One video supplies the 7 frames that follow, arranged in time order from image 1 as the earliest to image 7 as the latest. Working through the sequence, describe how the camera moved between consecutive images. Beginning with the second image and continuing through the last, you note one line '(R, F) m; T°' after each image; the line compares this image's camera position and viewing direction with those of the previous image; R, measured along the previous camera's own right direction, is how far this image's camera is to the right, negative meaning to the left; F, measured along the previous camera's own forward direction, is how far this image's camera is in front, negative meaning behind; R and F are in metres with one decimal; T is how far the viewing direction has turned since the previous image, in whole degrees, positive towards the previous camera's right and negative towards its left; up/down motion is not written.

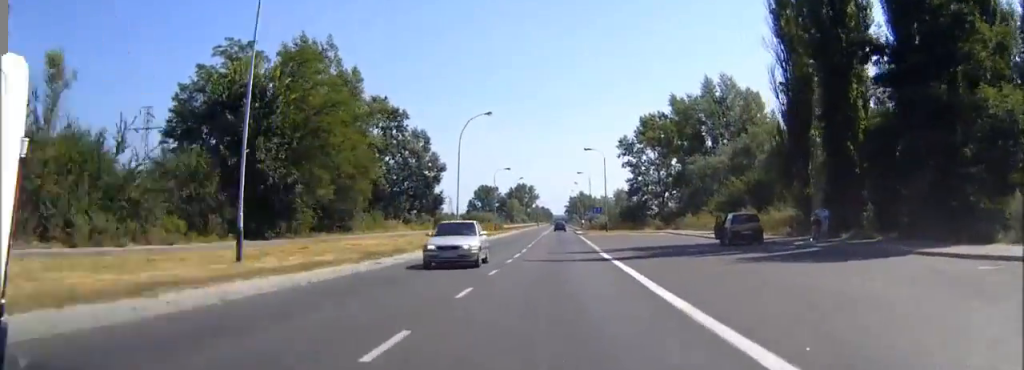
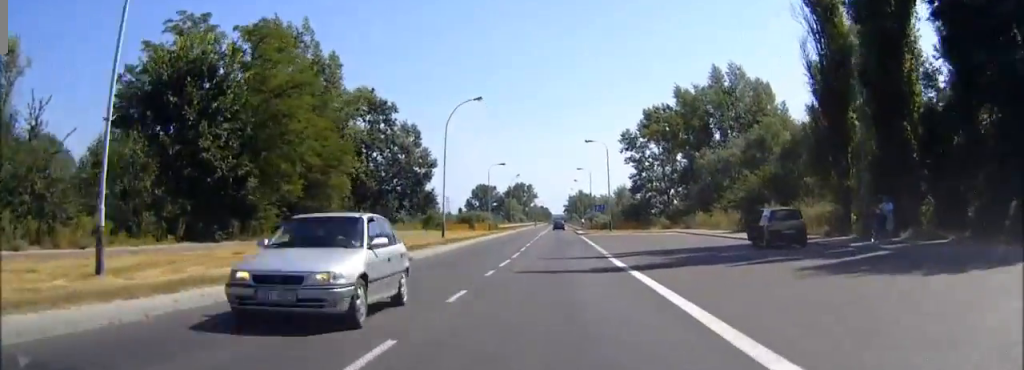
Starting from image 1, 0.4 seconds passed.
(0.0, +6.7) m; 0°
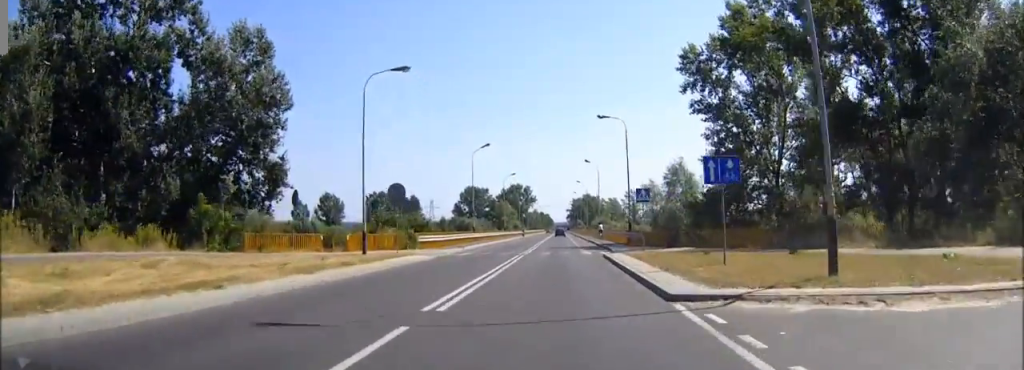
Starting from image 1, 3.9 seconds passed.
(0.0, +58.3) m; 0°
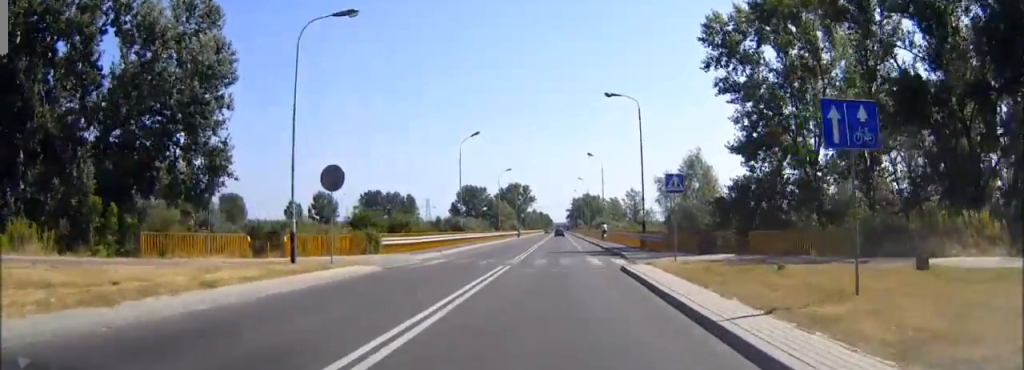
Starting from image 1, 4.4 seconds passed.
(0.0, +8.9) m; 0°
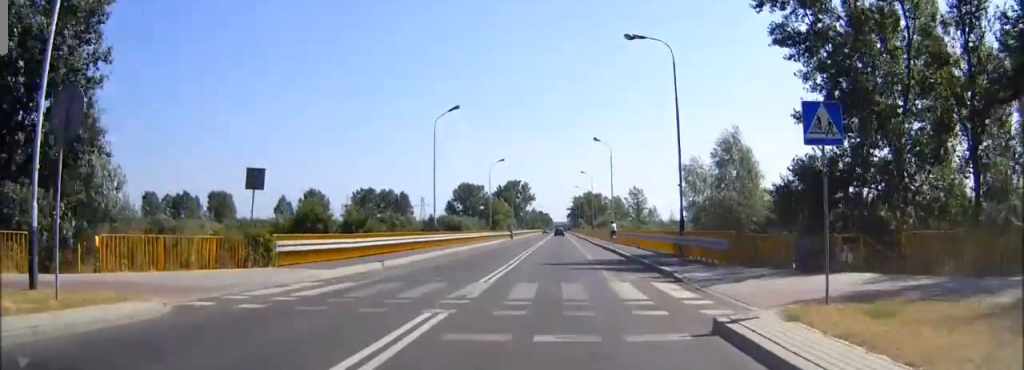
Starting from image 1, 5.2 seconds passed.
(0.0, +13.4) m; 0°
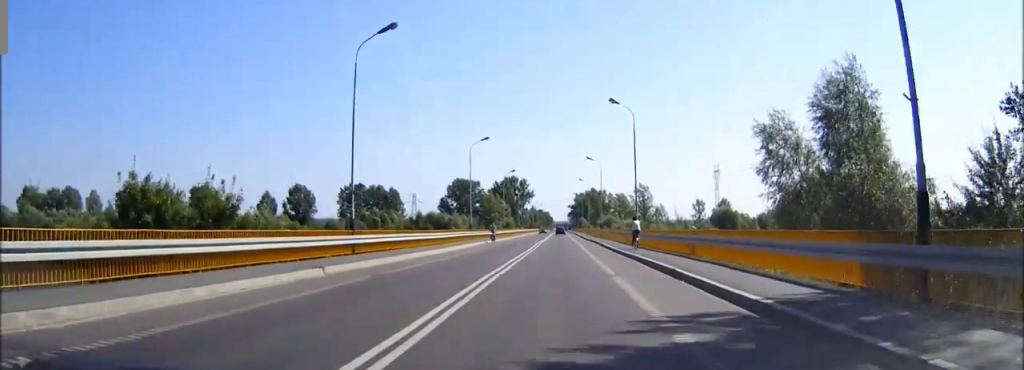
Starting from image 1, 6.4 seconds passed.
(0.0, +20.5) m; 0°
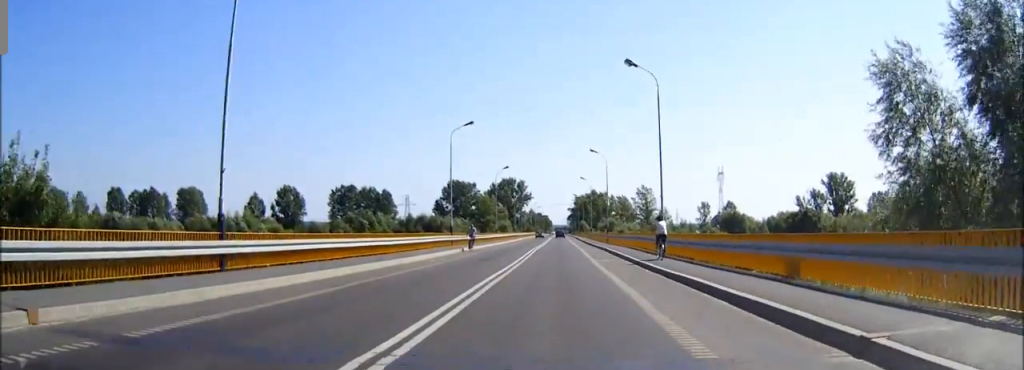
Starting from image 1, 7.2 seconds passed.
(0.0, +12.2) m; 0°
